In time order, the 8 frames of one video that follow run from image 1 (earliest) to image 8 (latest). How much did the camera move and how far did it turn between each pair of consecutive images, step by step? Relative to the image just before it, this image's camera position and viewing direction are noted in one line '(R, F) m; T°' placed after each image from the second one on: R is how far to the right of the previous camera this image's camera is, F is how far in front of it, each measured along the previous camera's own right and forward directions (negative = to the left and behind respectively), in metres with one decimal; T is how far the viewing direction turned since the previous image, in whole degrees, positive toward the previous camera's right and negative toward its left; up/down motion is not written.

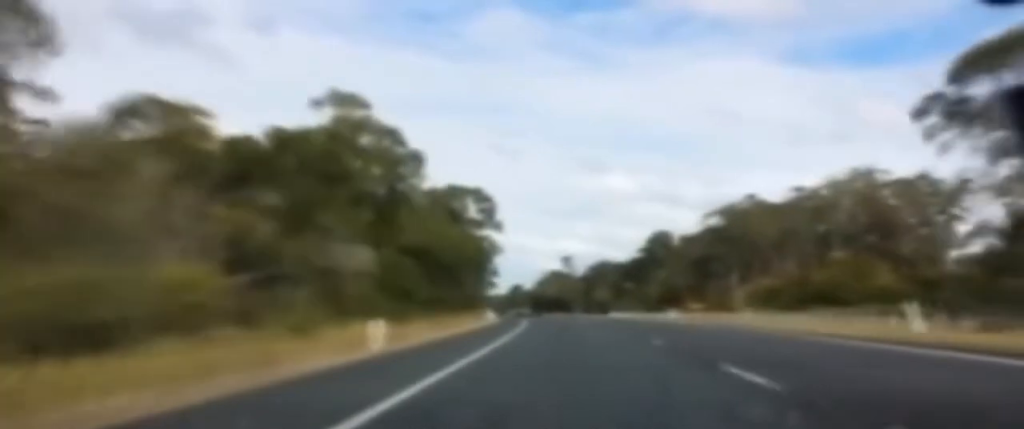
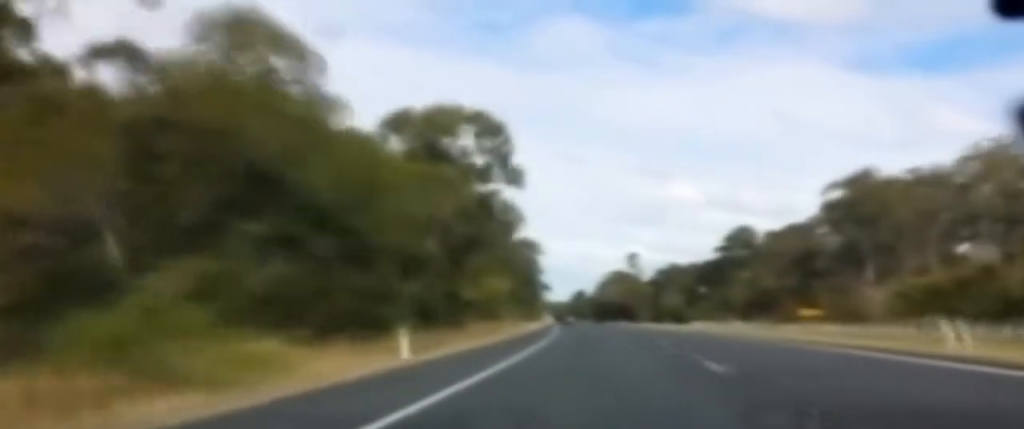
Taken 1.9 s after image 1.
(+0.4, +43.8) m; -2°
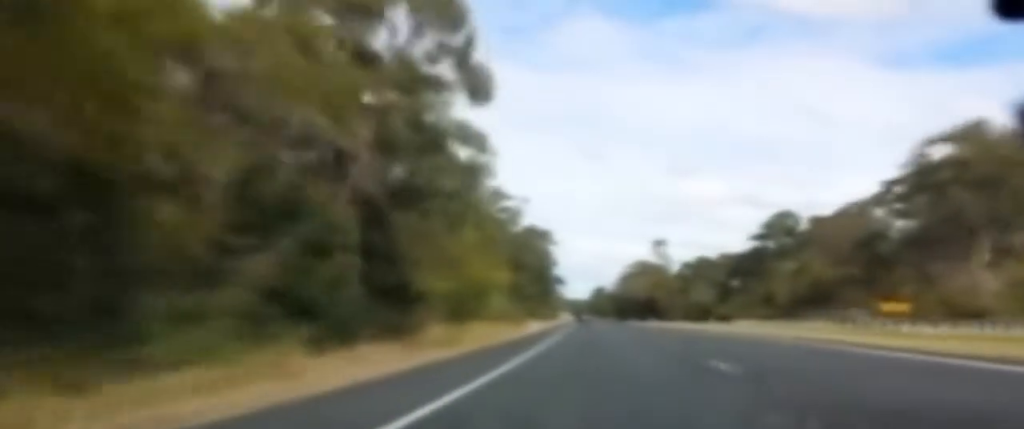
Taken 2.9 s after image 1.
(-0.7, +23.8) m; -3°
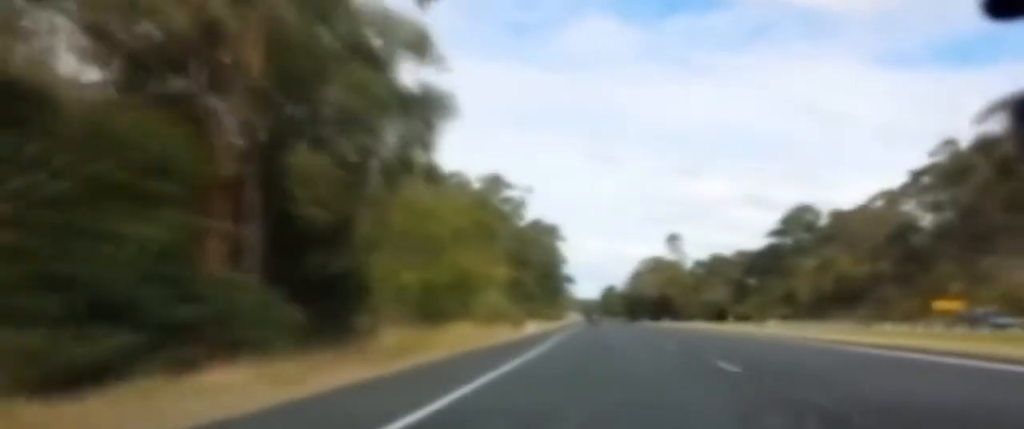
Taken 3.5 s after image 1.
(-0.1, +12.3) m; -1°
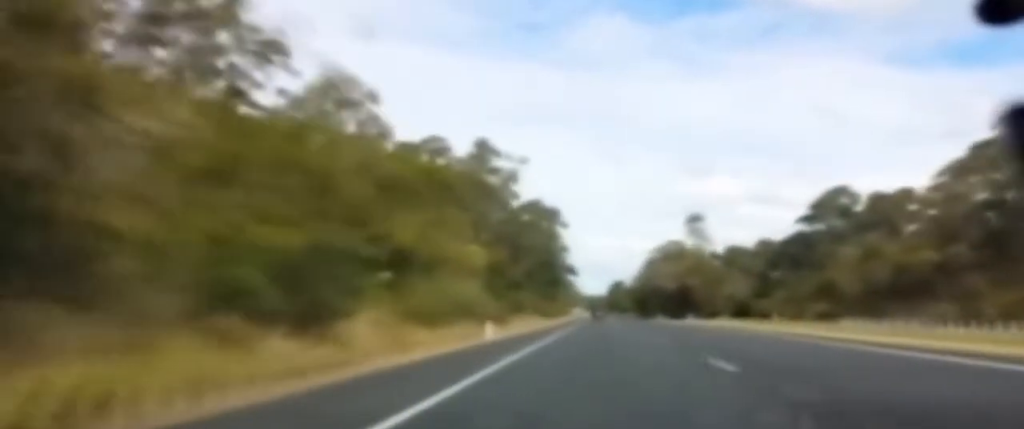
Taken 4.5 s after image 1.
(-0.2, +24.5) m; 0°
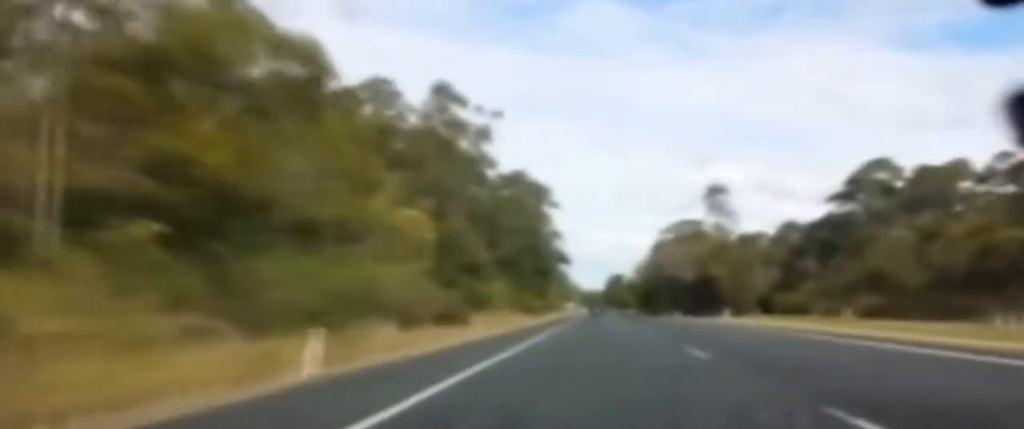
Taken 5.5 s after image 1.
(+0.1, +21.5) m; 0°
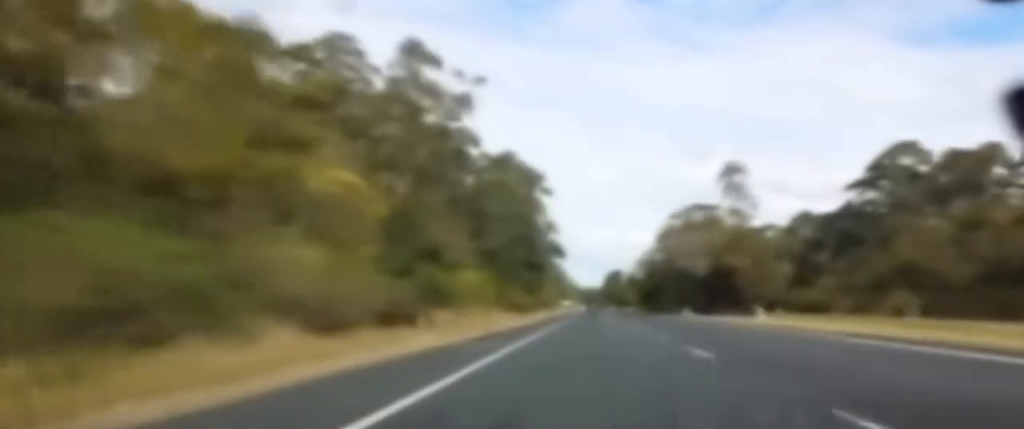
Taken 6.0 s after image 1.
(-0.2, +12.2) m; -1°
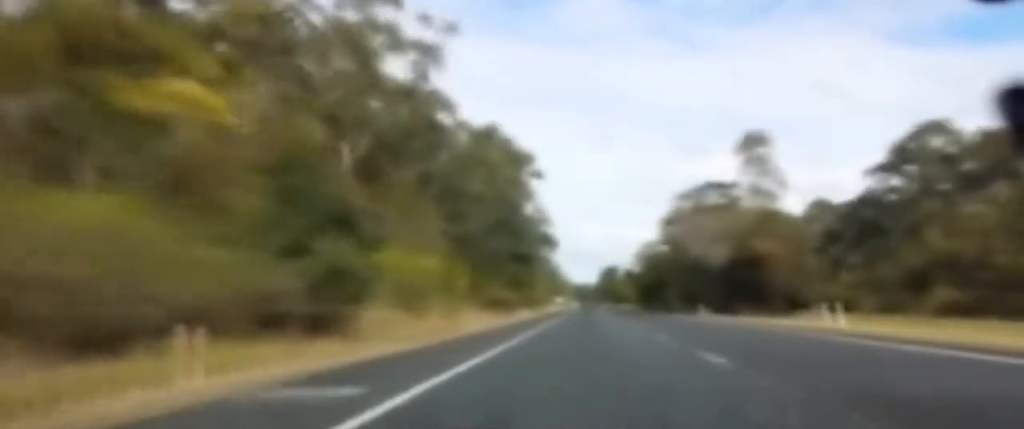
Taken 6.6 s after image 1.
(-0.1, +14.5) m; 0°
